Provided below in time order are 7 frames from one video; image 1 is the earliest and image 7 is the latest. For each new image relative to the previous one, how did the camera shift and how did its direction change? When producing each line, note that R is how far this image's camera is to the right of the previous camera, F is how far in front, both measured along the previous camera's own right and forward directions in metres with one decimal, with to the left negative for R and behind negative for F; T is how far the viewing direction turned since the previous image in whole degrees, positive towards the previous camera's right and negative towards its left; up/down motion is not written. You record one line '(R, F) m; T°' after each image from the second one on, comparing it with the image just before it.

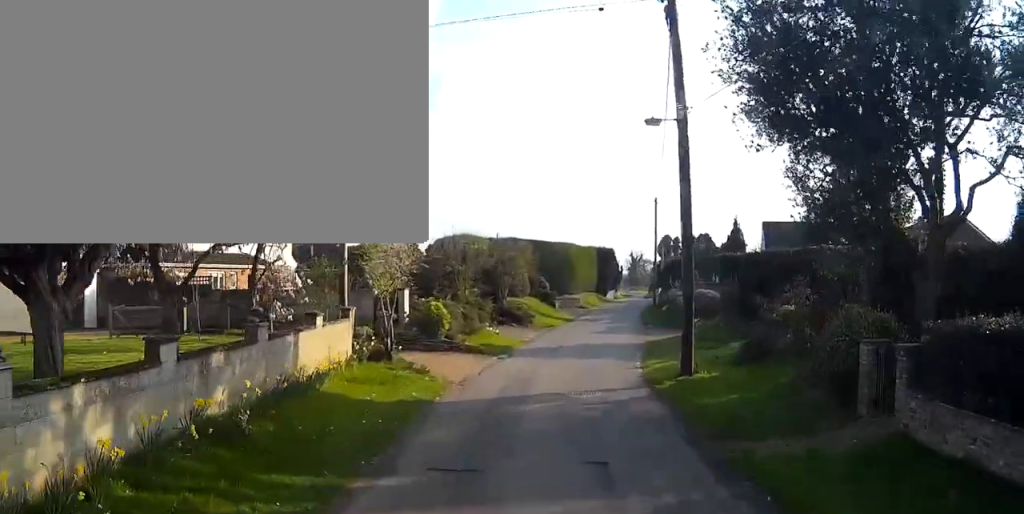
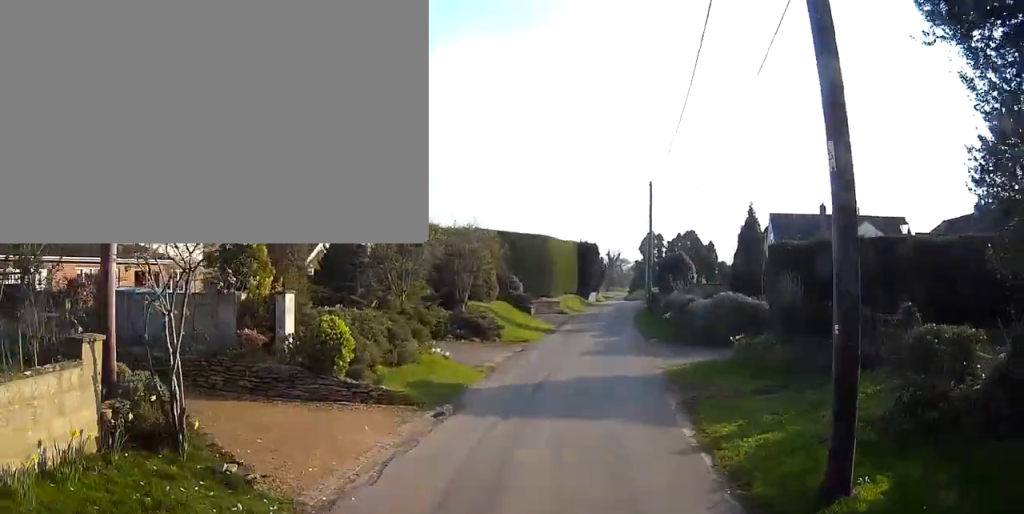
(-0.1, +9.9) m; -1°
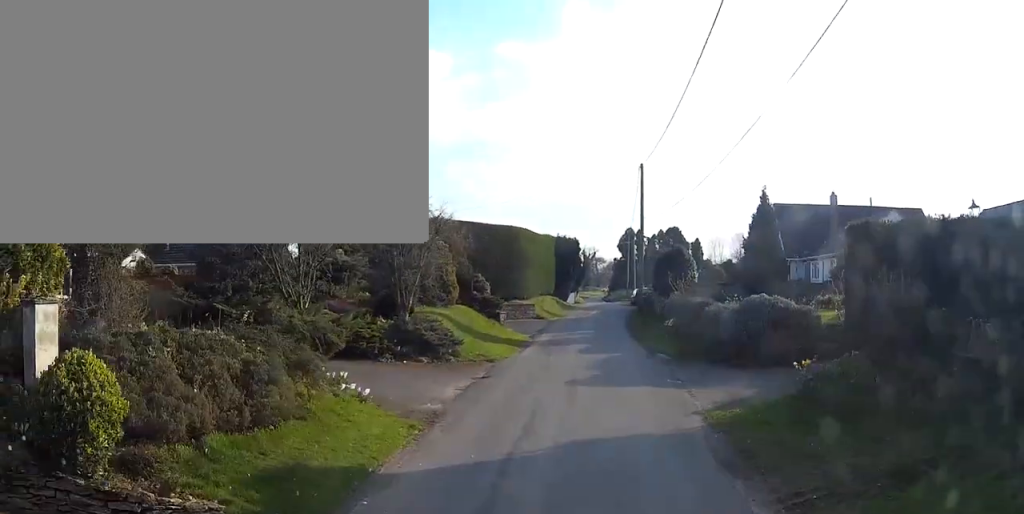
(0.0, +7.3) m; +1°
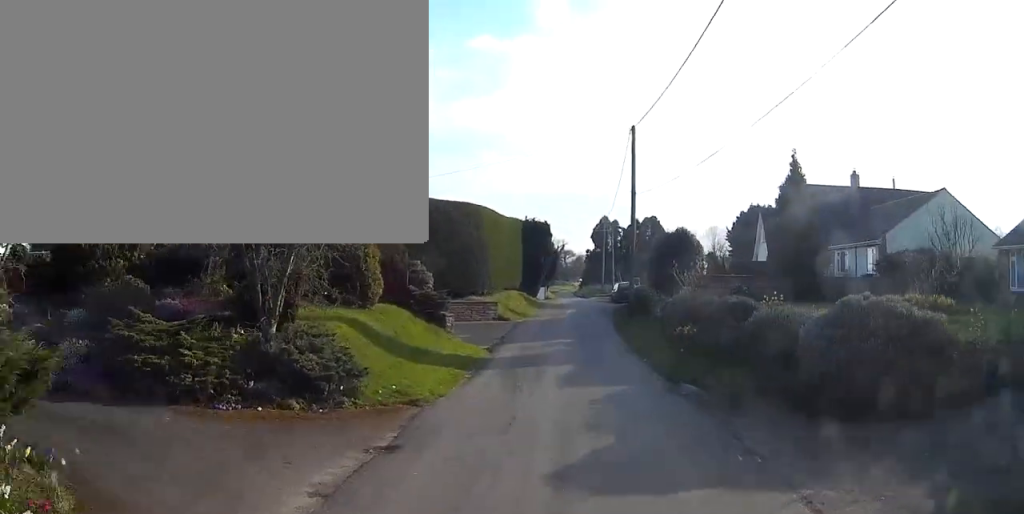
(+0.2, +8.6) m; +3°
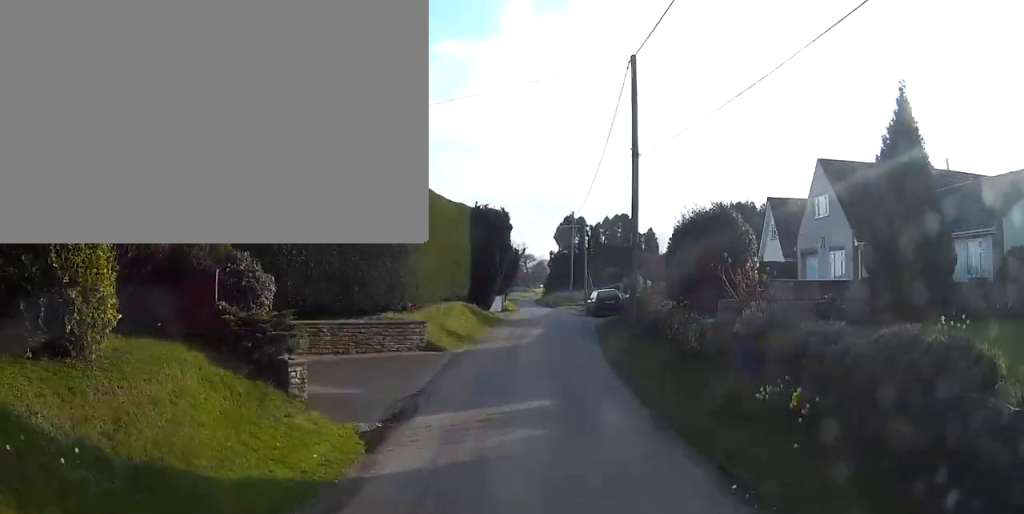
(+0.4, +11.3) m; +5°
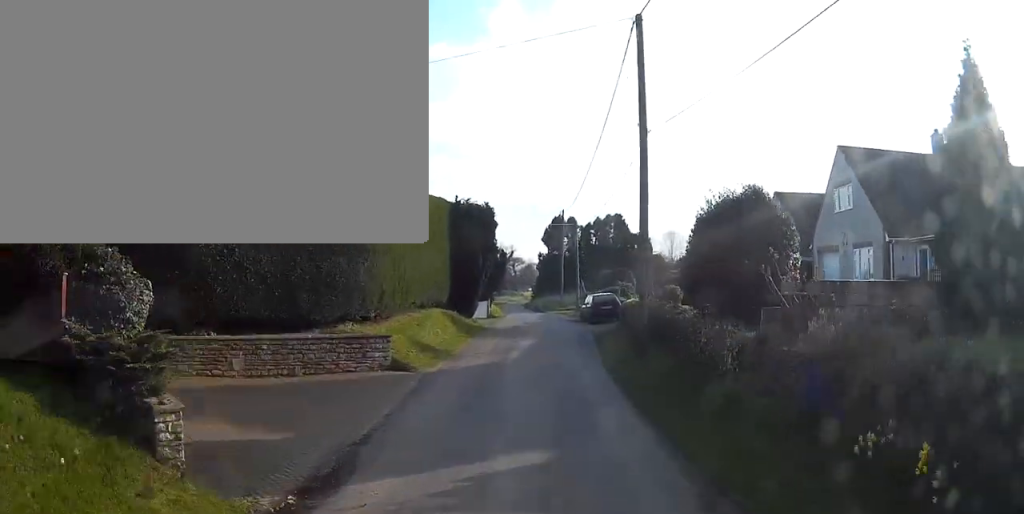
(+0.1, +3.9) m; +1°
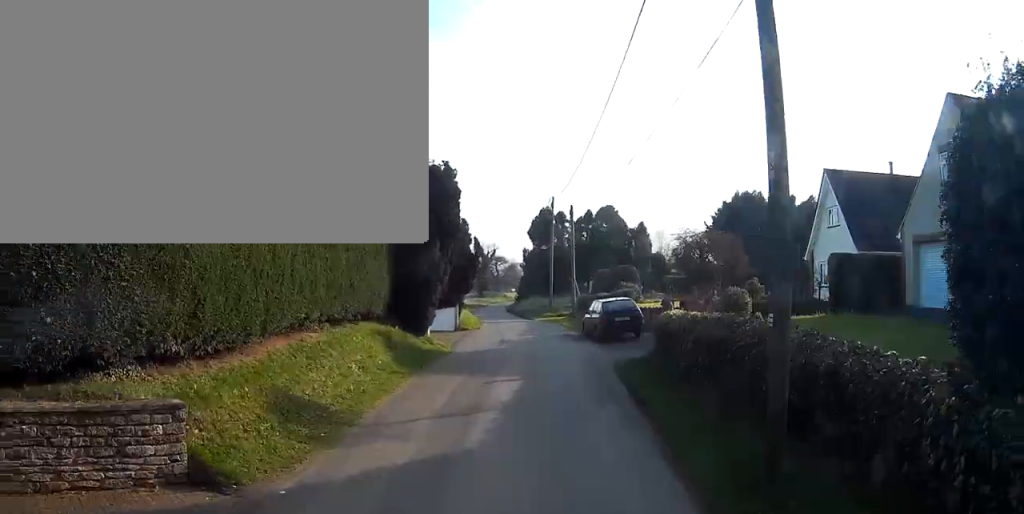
(+0.4, +10.5) m; +3°
